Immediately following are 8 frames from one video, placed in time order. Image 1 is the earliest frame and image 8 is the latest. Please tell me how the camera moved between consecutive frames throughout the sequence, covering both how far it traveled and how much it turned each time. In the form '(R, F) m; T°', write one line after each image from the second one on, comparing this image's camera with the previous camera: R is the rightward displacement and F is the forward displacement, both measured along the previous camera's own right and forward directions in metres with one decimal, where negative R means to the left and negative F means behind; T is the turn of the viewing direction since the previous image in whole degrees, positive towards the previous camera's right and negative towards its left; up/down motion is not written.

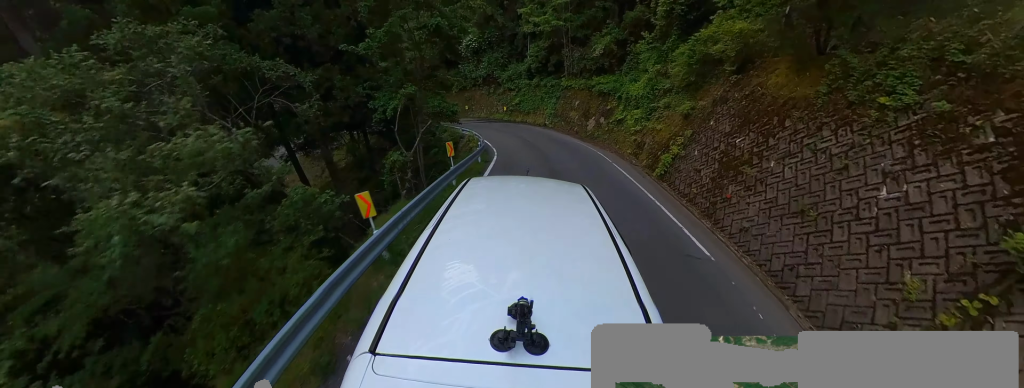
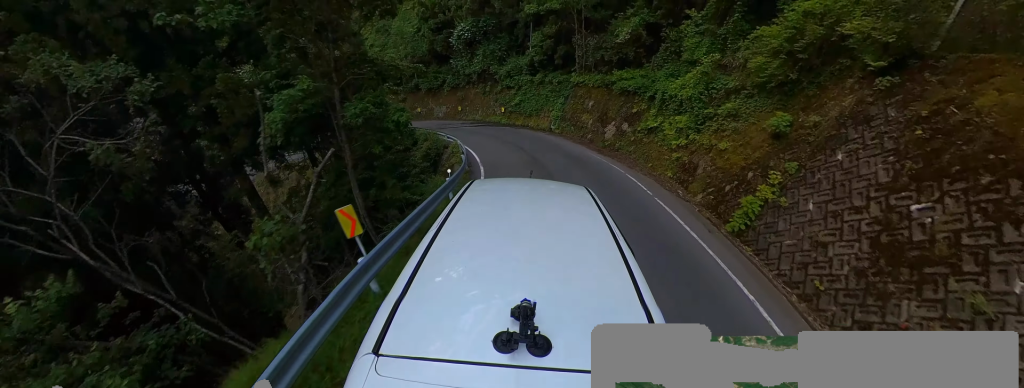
(-0.2, +5.0) m; -3°
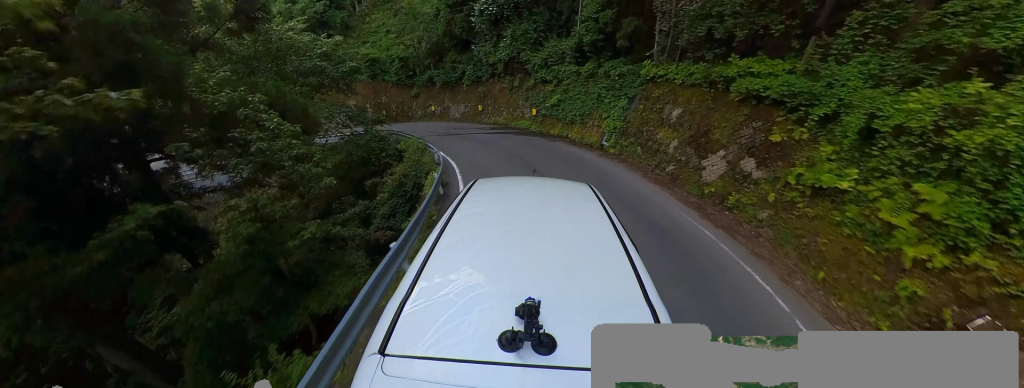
(-0.4, +8.1) m; -3°
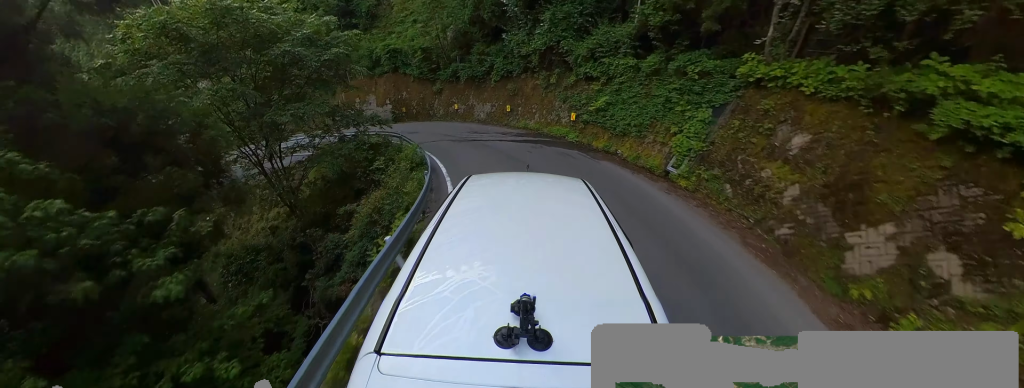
(-0.2, +4.6) m; 0°
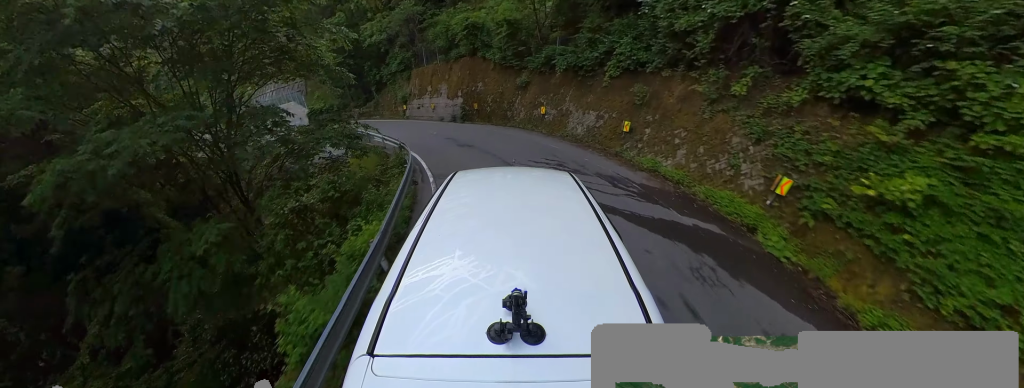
(-0.5, +9.9) m; -26°
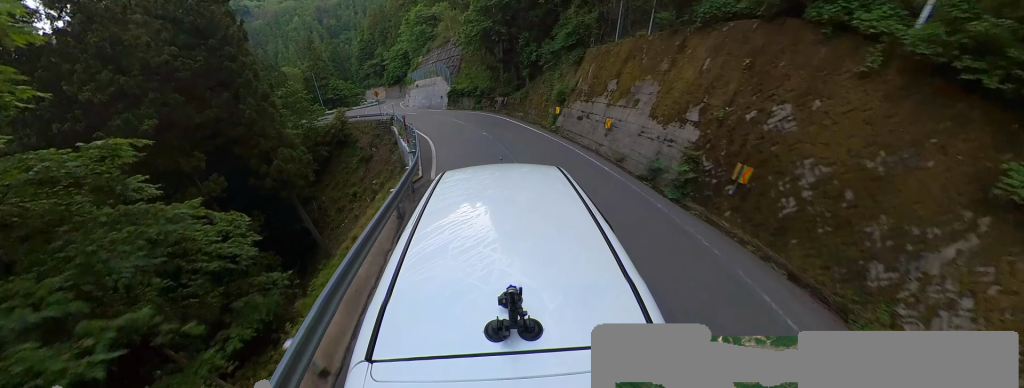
(-8.8, +15.3) m; -58°
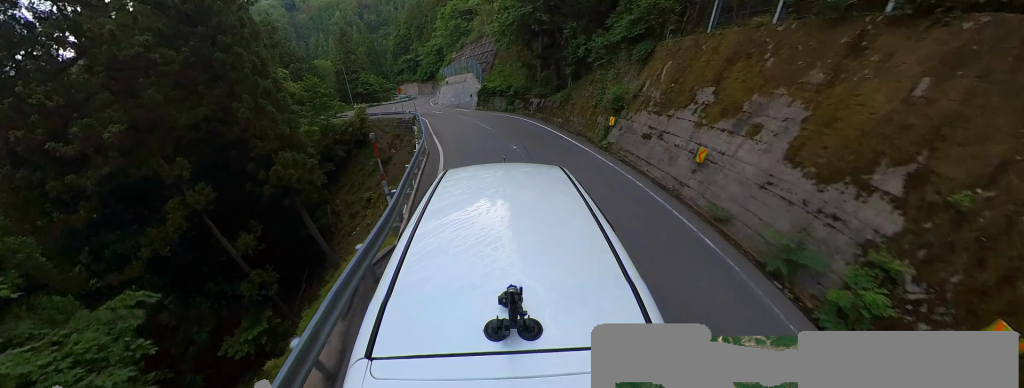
(-1.5, +5.0) m; -6°
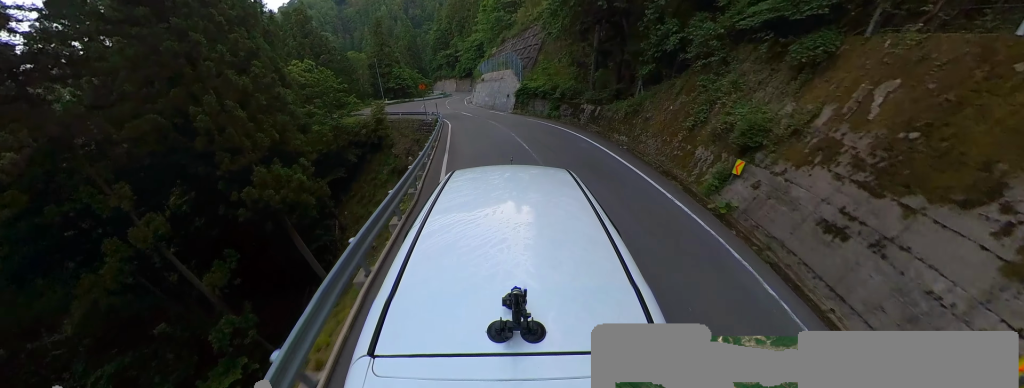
(-1.0, +7.0) m; -5°
